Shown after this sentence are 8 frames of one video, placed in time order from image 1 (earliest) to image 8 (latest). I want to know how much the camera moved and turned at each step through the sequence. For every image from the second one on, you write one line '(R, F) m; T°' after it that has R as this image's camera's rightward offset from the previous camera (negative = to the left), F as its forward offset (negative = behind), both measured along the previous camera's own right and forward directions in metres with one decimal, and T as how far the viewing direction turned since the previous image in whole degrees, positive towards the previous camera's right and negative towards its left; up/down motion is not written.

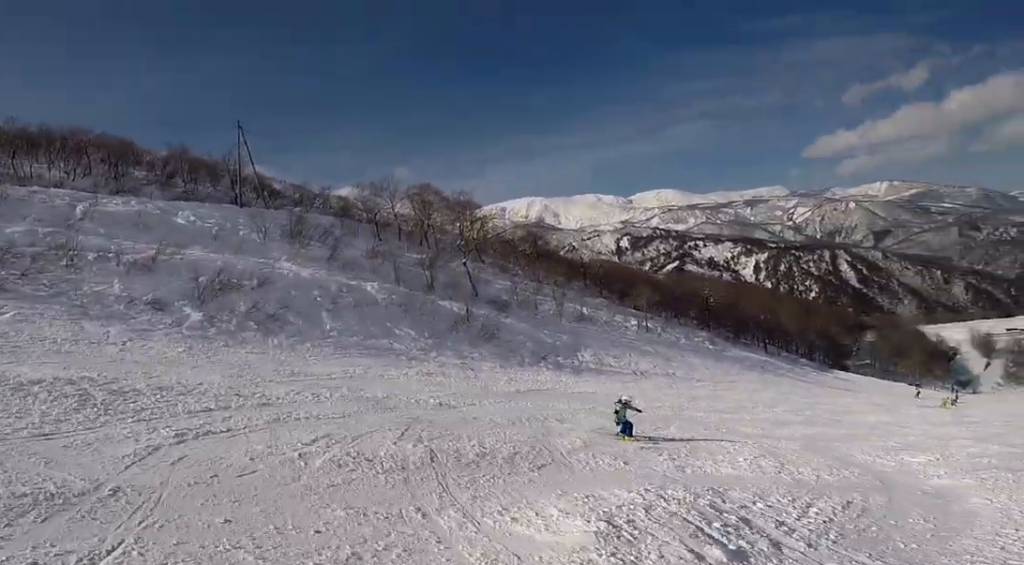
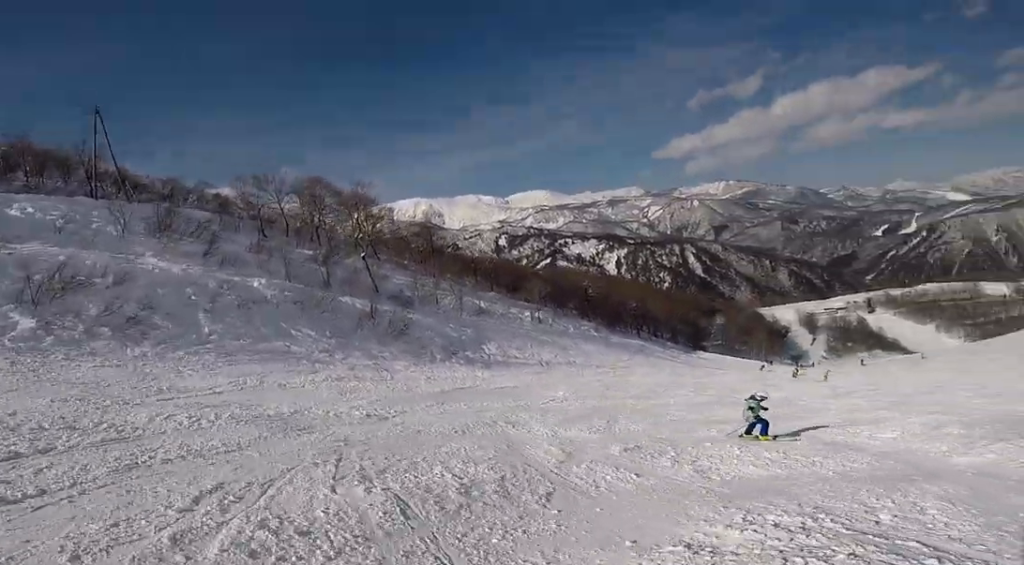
(+0.2, +3.2) m; +12°
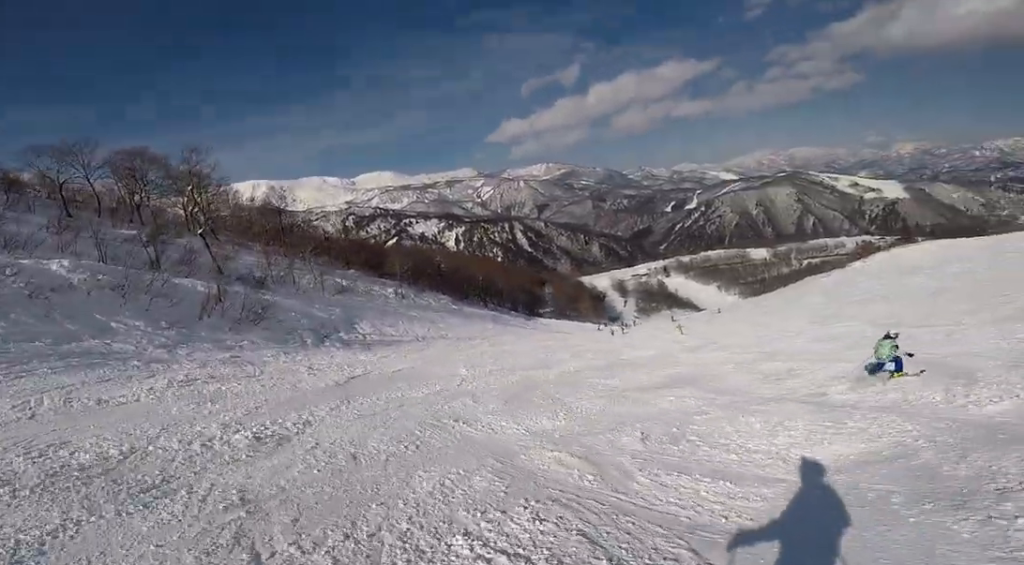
(+0.6, +3.8) m; +27°
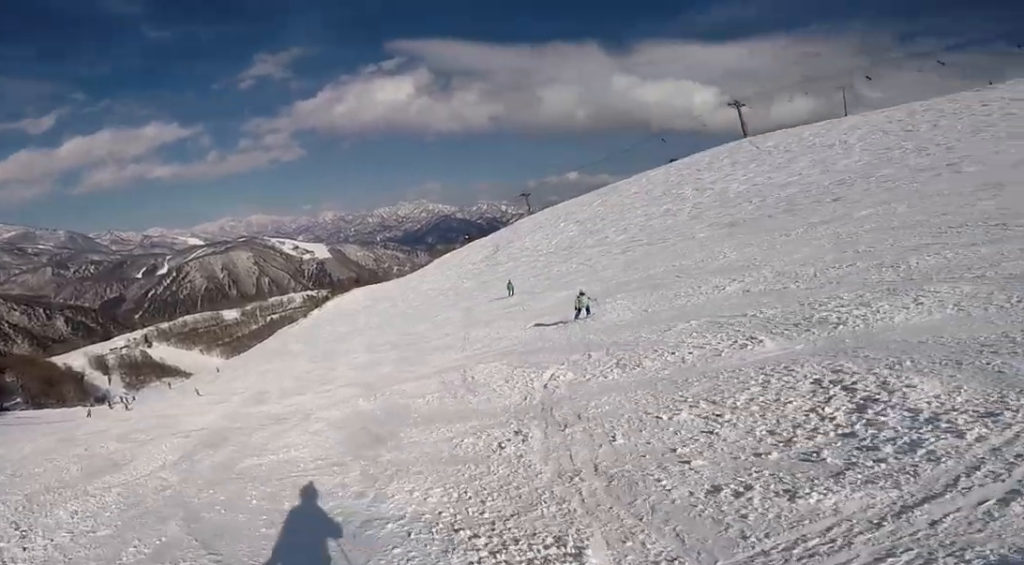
(+3.3, +6.0) m; +45°
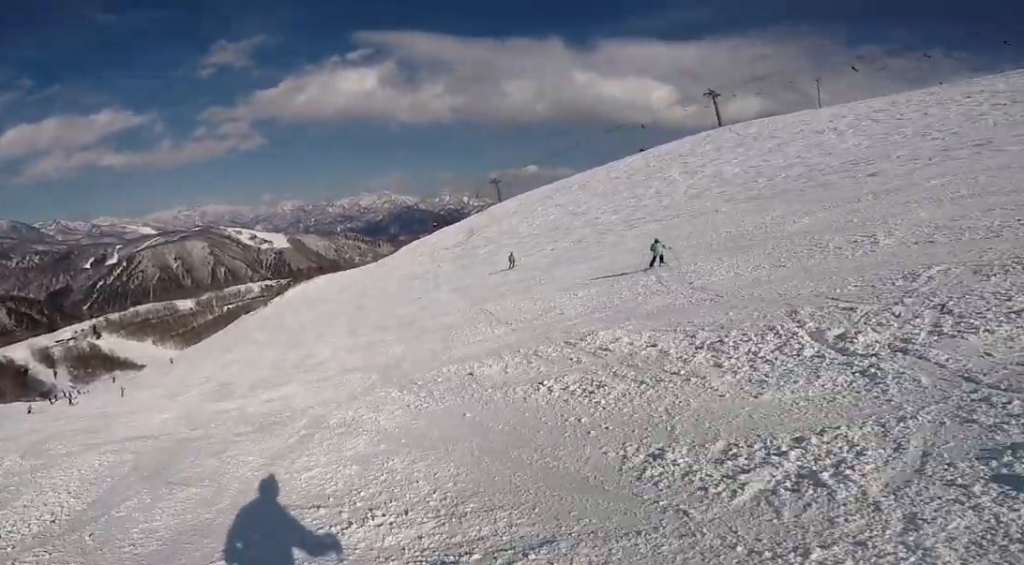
(+0.5, +5.3) m; +17°
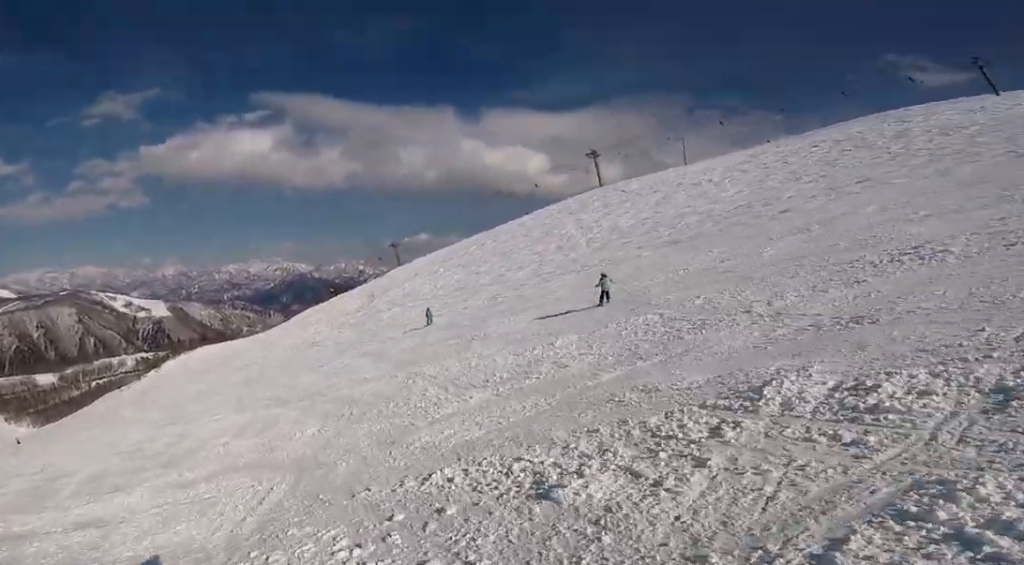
(+0.9, +4.5) m; +10°
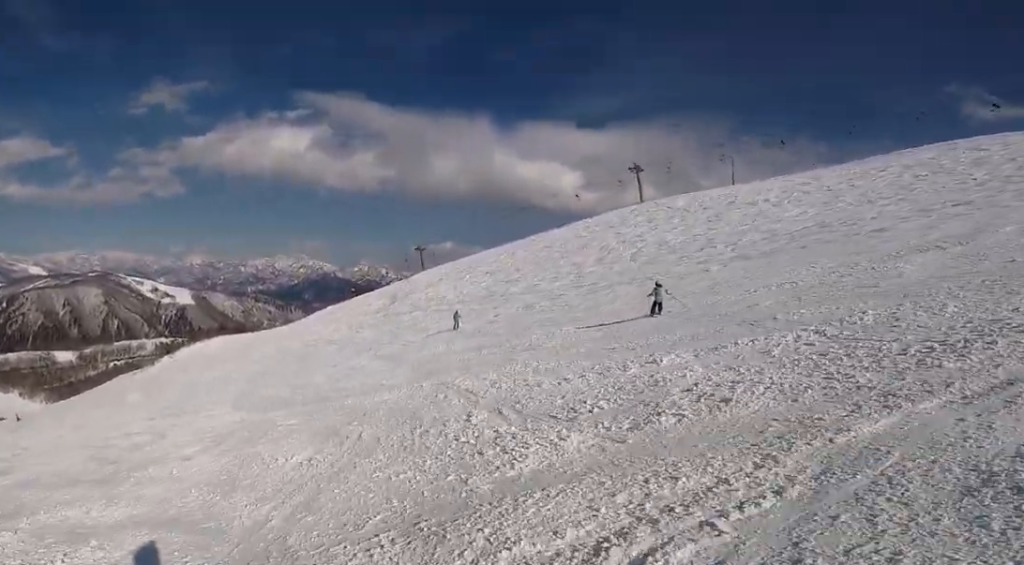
(+0.6, +3.5) m; +5°
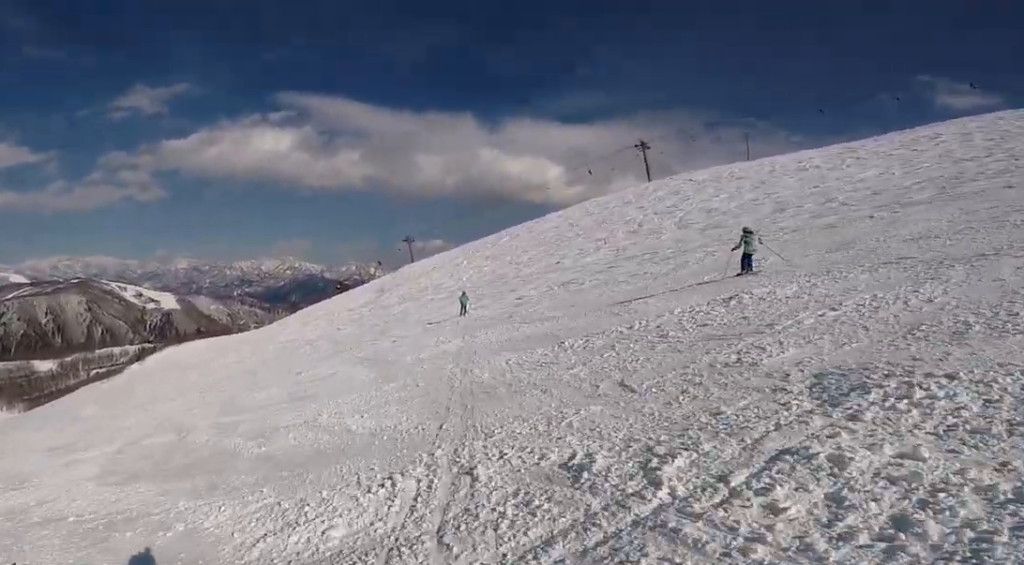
(-0.1, +9.3) m; +8°
